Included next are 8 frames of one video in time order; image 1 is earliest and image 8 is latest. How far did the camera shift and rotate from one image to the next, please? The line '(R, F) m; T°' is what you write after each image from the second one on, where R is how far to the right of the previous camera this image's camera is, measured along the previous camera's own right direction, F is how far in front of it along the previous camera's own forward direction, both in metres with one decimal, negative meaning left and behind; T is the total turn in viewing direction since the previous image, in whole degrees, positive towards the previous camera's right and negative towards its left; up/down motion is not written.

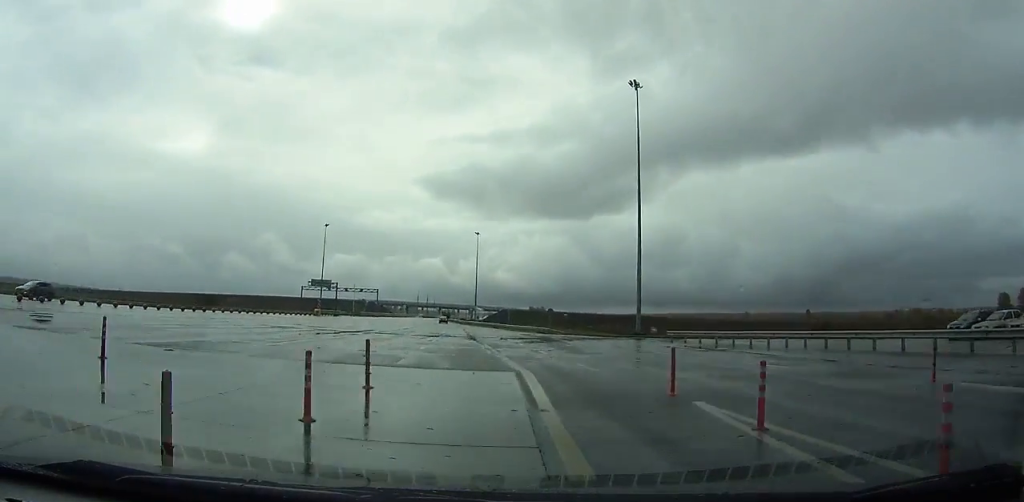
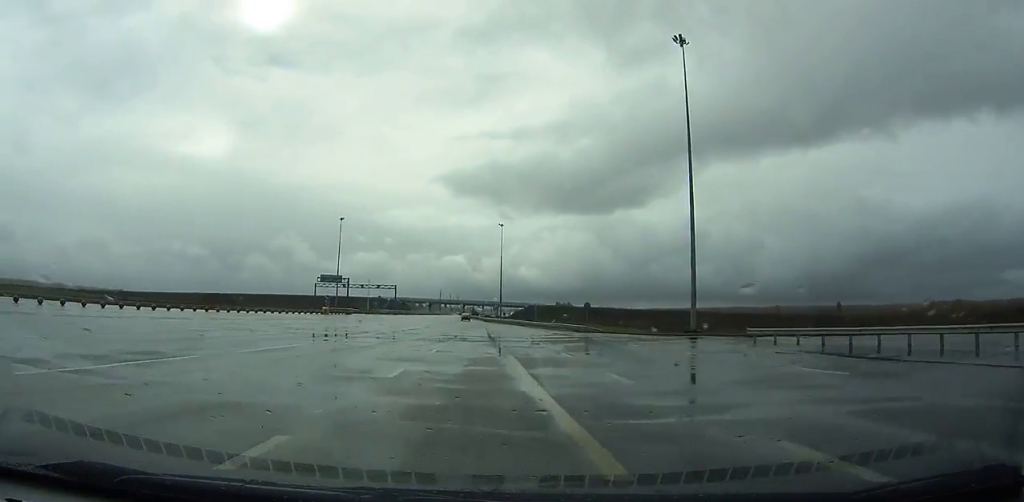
(-0.1, +10.4) m; -3°
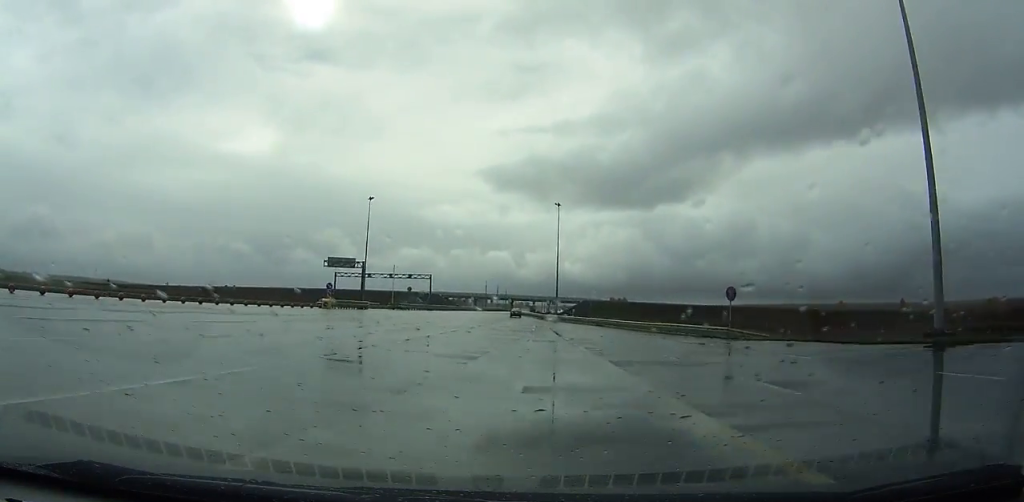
(-1.5, +25.8) m; -3°
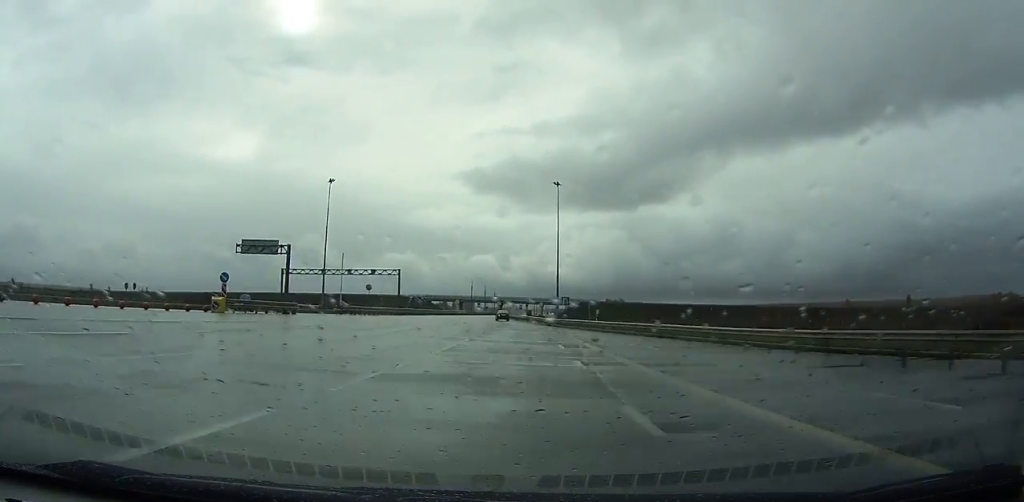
(+0.2, +27.6) m; +3°
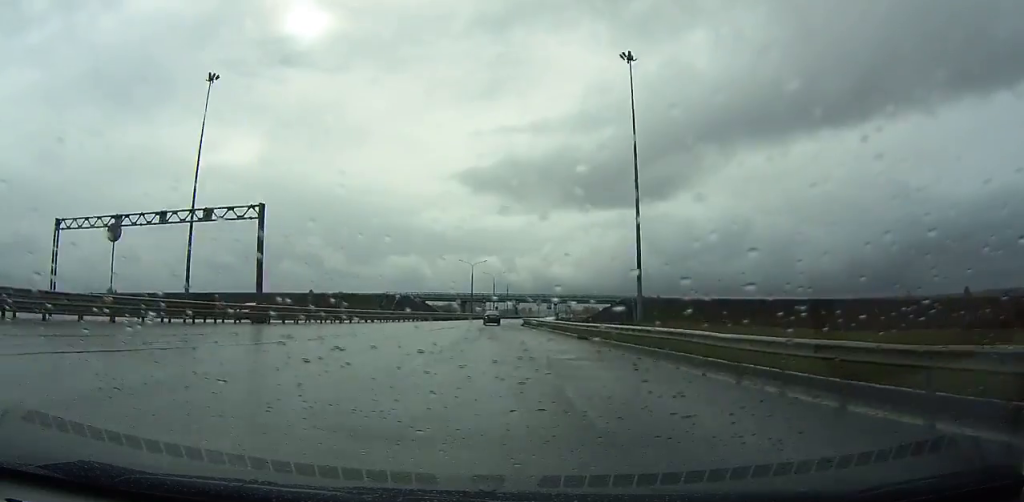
(+3.0, +63.7) m; +3°
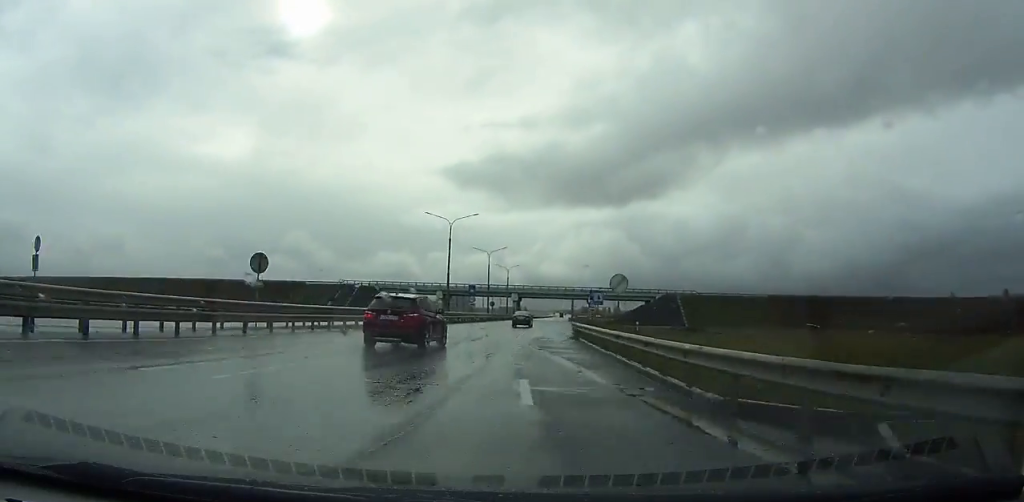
(+0.1, +54.2) m; +1°
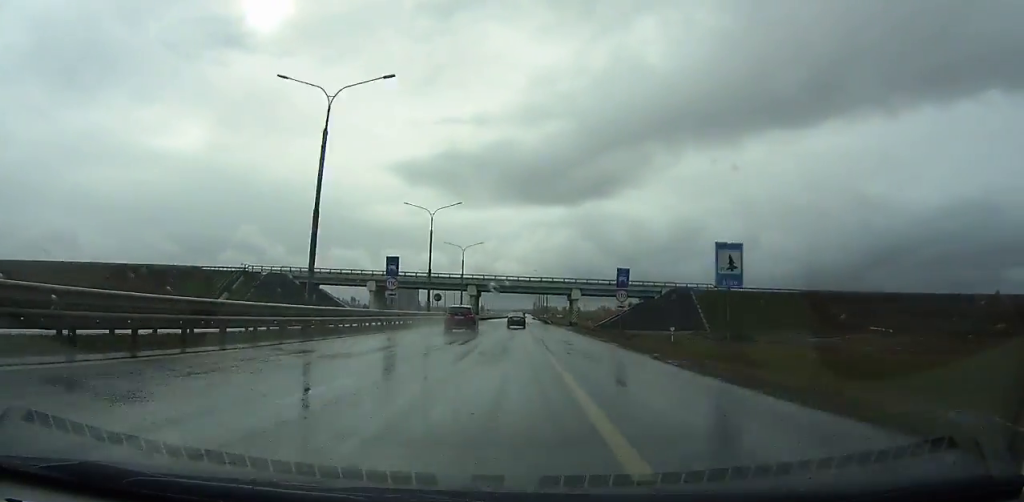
(+0.8, +38.8) m; +2°
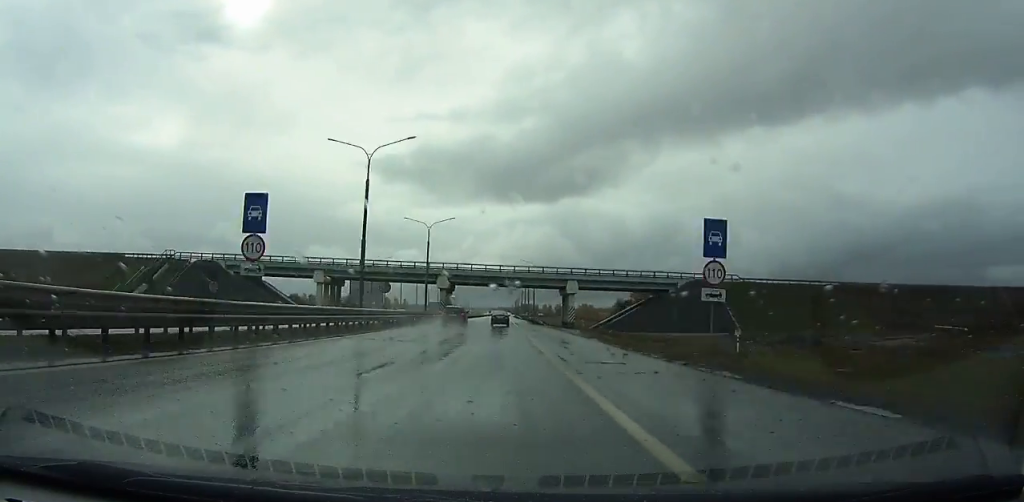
(+0.2, +20.4) m; +1°
